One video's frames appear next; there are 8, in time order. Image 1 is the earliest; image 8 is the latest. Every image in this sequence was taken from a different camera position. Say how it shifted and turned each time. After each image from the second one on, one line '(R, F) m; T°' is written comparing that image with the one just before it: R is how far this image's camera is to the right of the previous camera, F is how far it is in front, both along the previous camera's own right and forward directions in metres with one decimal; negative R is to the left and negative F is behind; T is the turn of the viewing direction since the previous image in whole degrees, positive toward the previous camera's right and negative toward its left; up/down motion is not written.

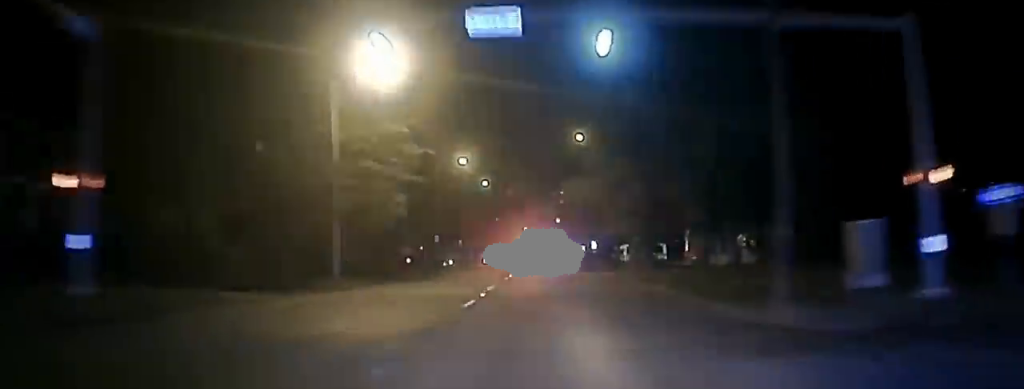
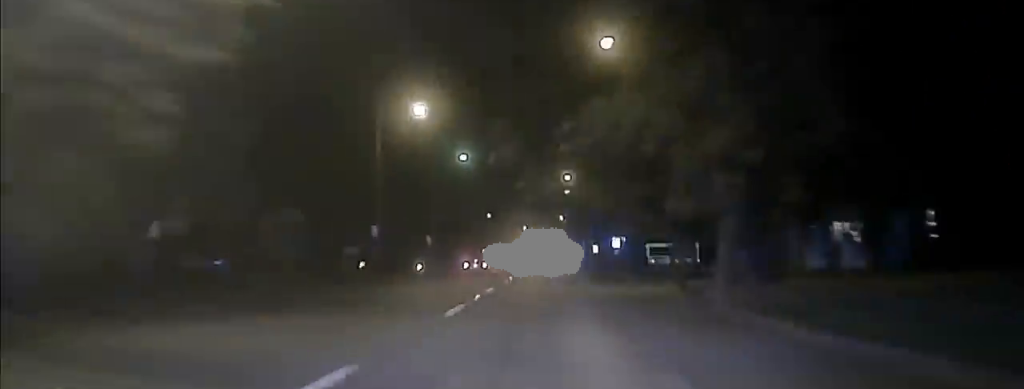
(+0.1, +24.8) m; 0°
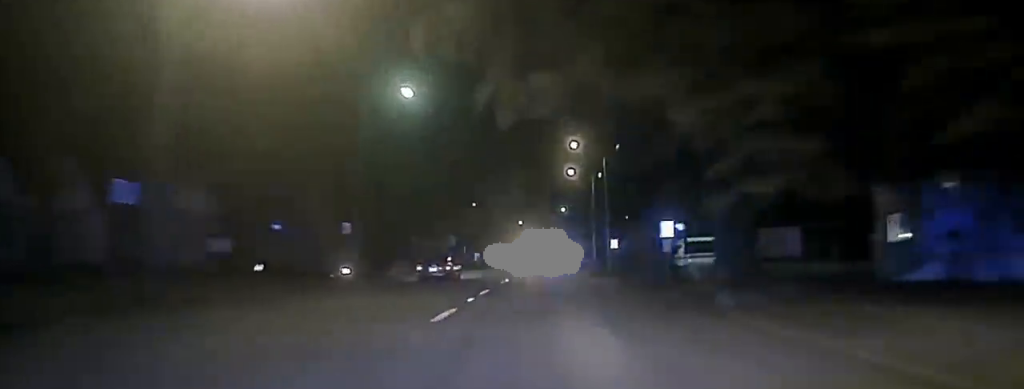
(+0.1, +23.9) m; 0°
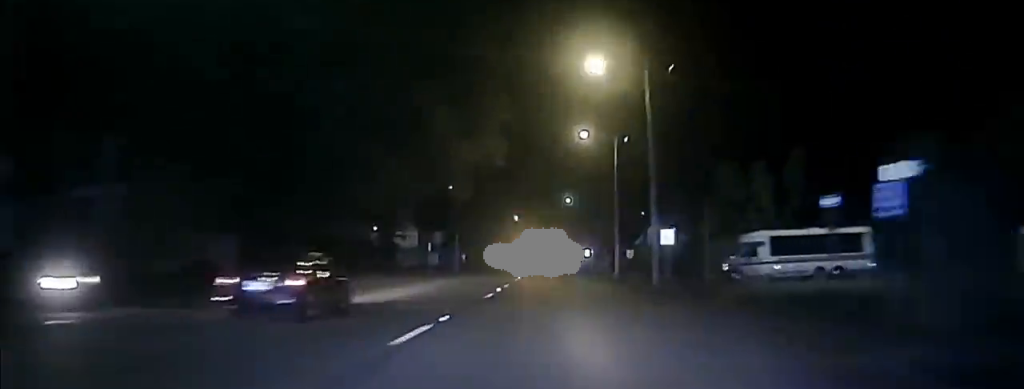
(+0.1, +26.9) m; 0°
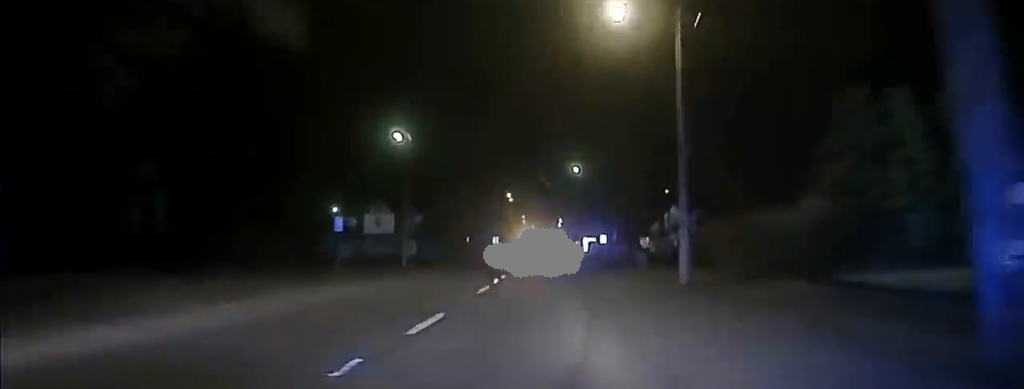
(-0.1, +28.8) m; 0°
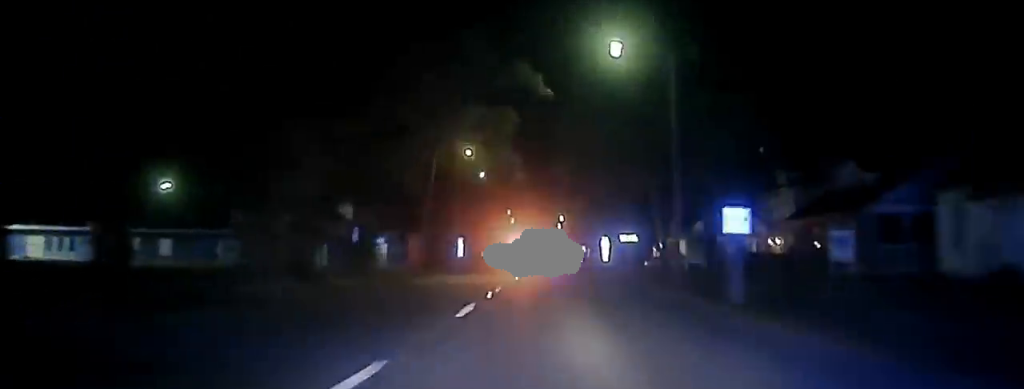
(-0.3, +62.6) m; 0°
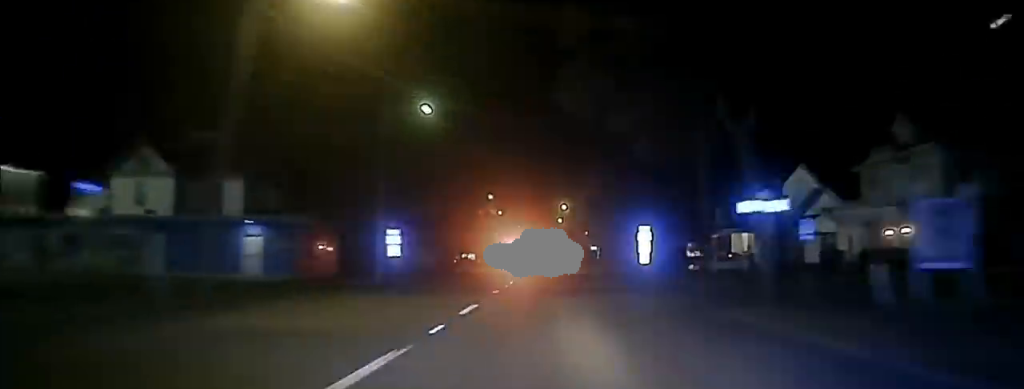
(+0.2, +38.5) m; 0°
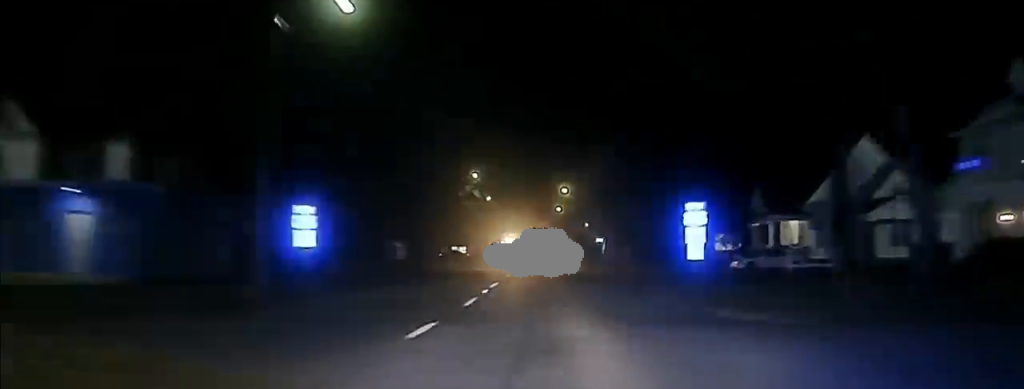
(0.0, +21.3) m; 0°
